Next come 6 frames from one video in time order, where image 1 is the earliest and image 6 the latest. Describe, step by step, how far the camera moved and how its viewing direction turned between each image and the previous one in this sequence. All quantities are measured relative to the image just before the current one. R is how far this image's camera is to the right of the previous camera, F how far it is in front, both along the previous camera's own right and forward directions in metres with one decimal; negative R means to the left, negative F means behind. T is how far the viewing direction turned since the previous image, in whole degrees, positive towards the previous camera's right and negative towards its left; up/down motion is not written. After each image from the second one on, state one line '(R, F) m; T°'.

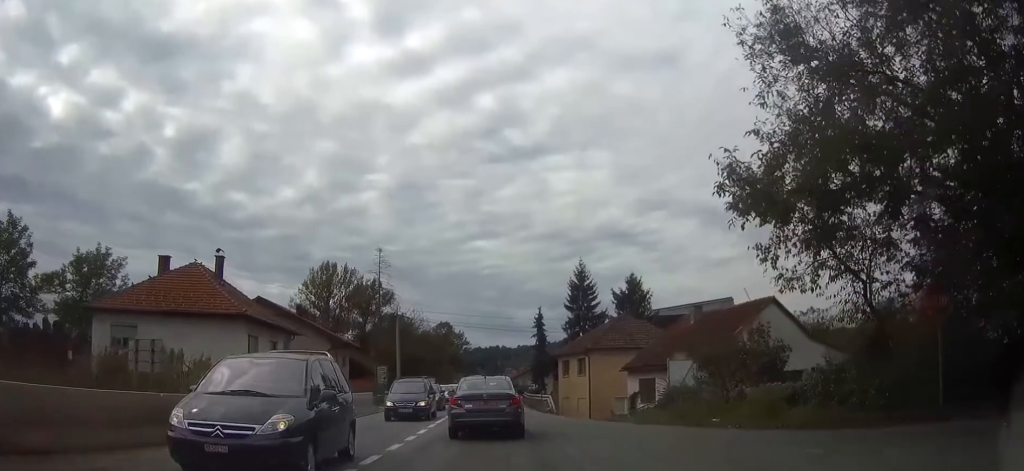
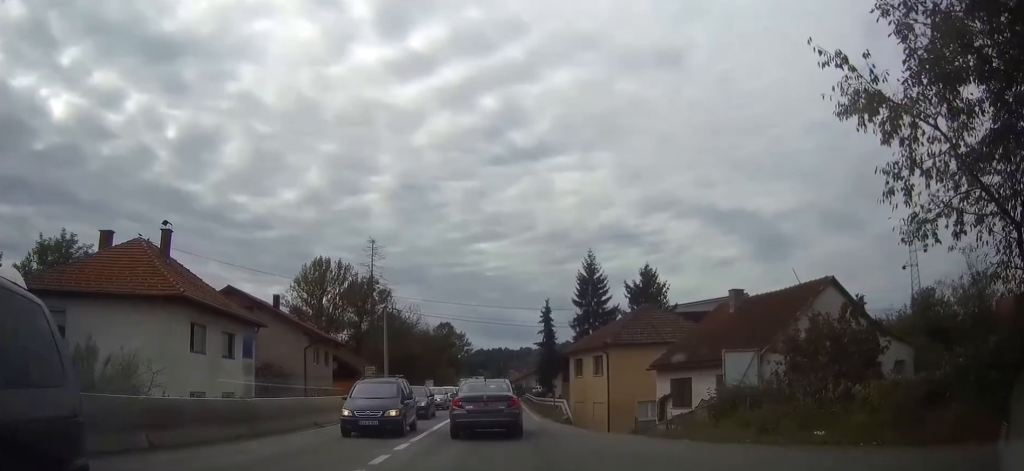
(0.0, +7.0) m; 0°
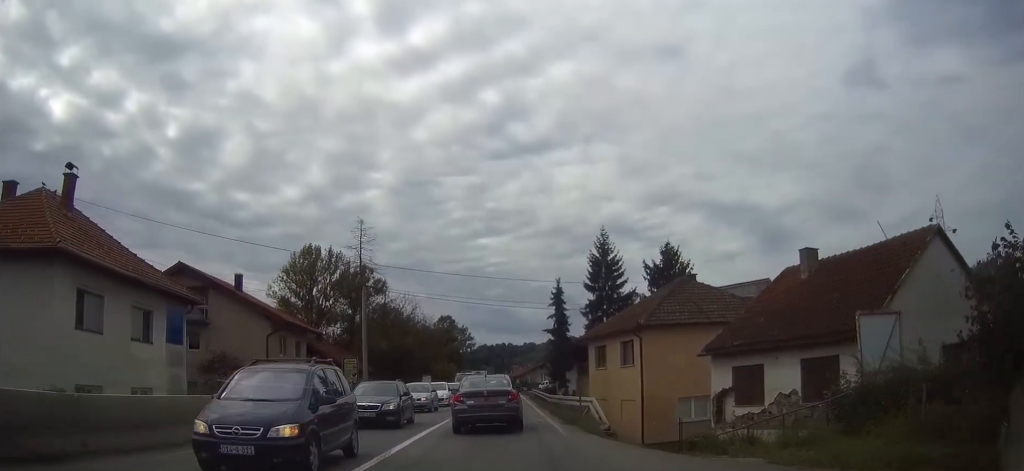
(0.0, +8.6) m; 0°
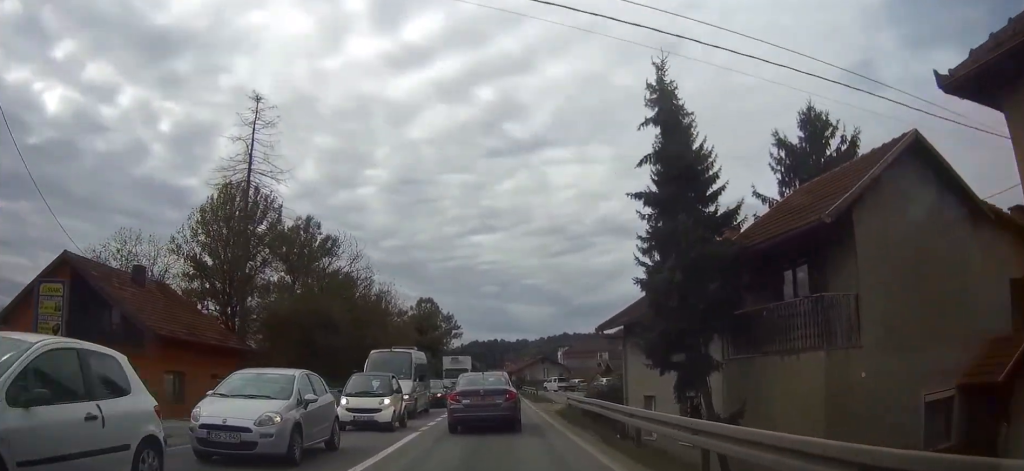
(0.0, +32.9) m; 0°
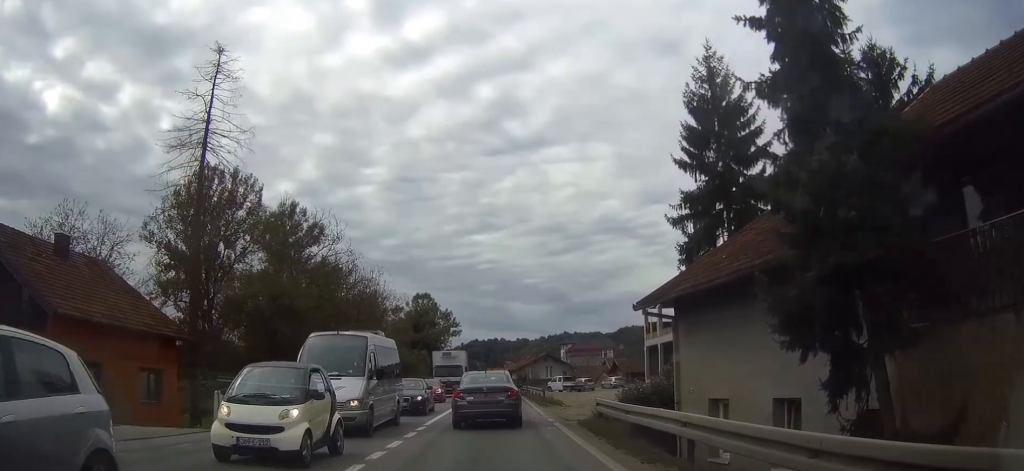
(0.0, +7.6) m; 0°
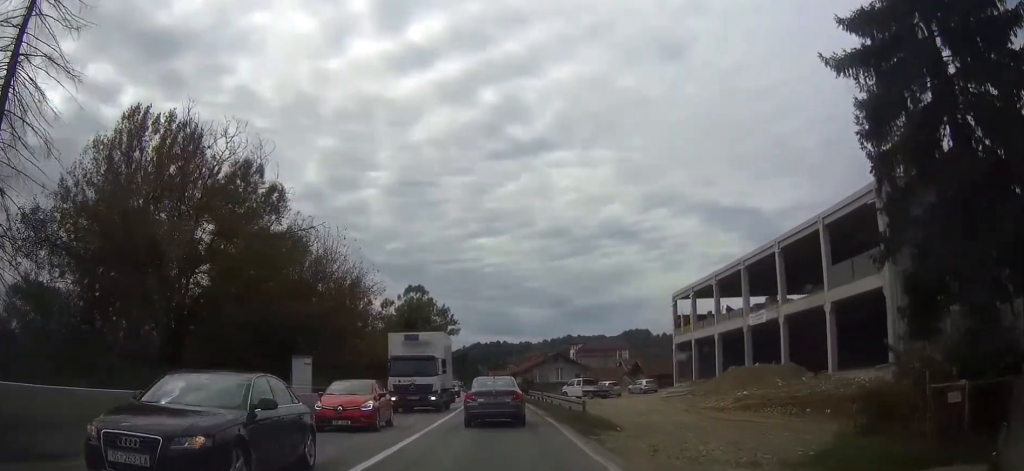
(+0.1, +18.3) m; 0°
